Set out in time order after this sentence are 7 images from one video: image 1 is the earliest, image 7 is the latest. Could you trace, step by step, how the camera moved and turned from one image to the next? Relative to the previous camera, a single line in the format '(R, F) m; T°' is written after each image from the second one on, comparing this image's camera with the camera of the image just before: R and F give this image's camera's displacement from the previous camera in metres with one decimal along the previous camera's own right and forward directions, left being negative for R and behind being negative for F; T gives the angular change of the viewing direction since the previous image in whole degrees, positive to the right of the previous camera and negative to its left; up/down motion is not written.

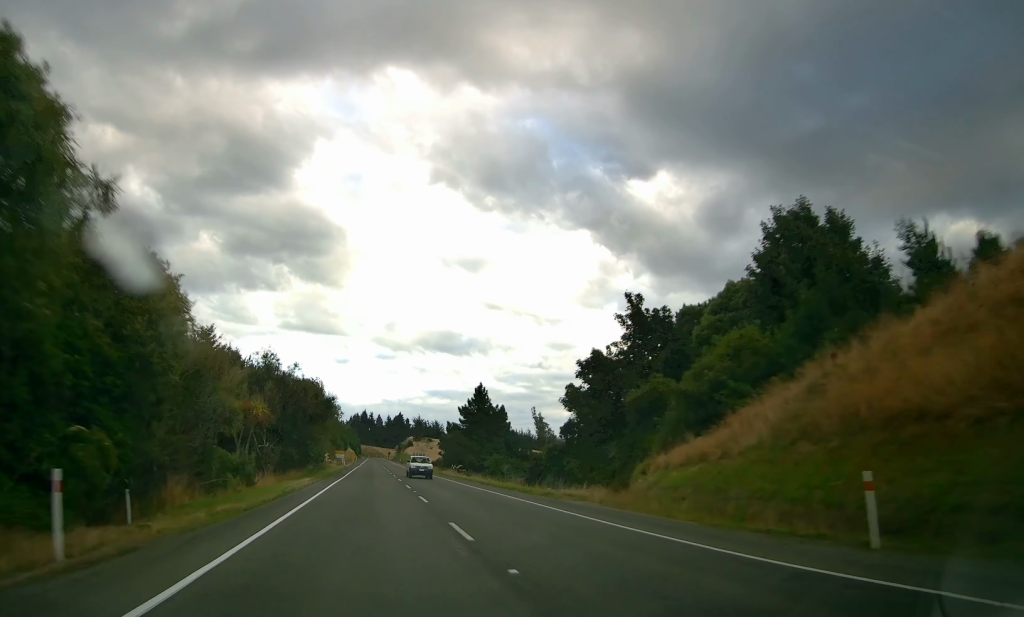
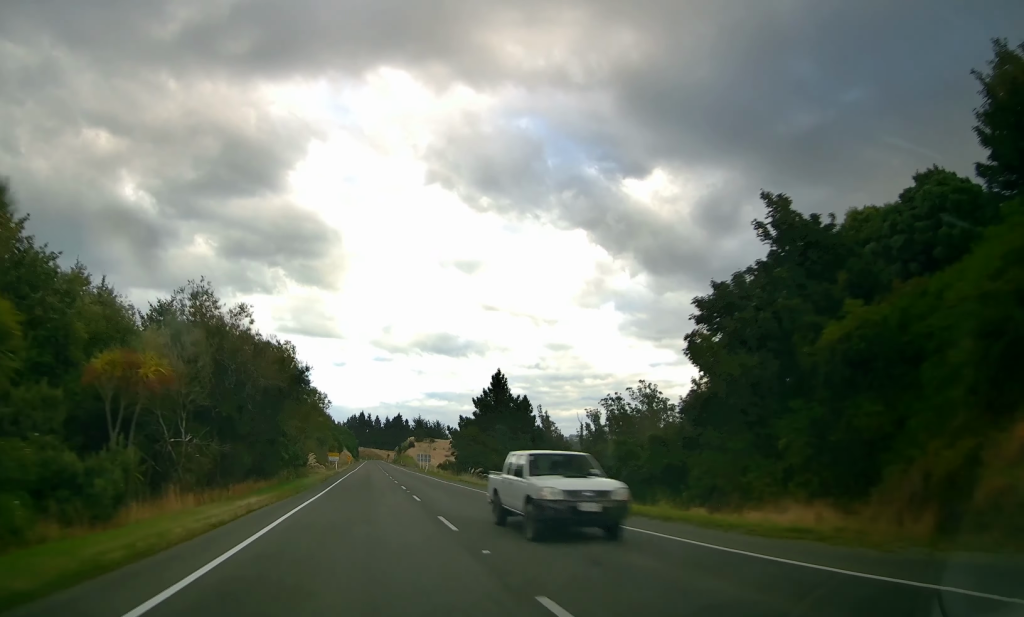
(-0.2, +18.0) m; +1°
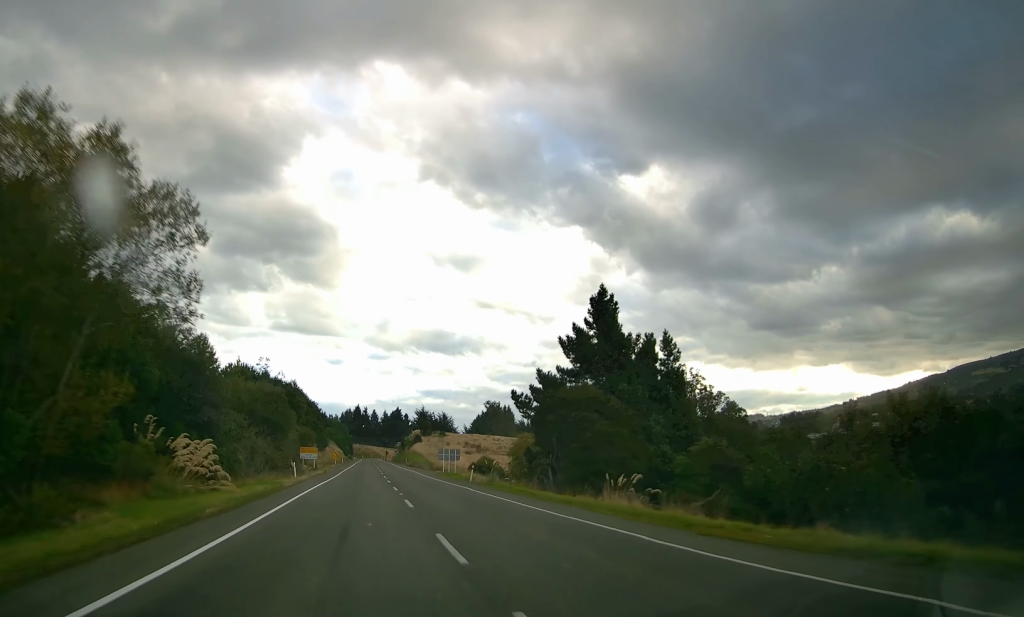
(+0.3, +44.0) m; -1°
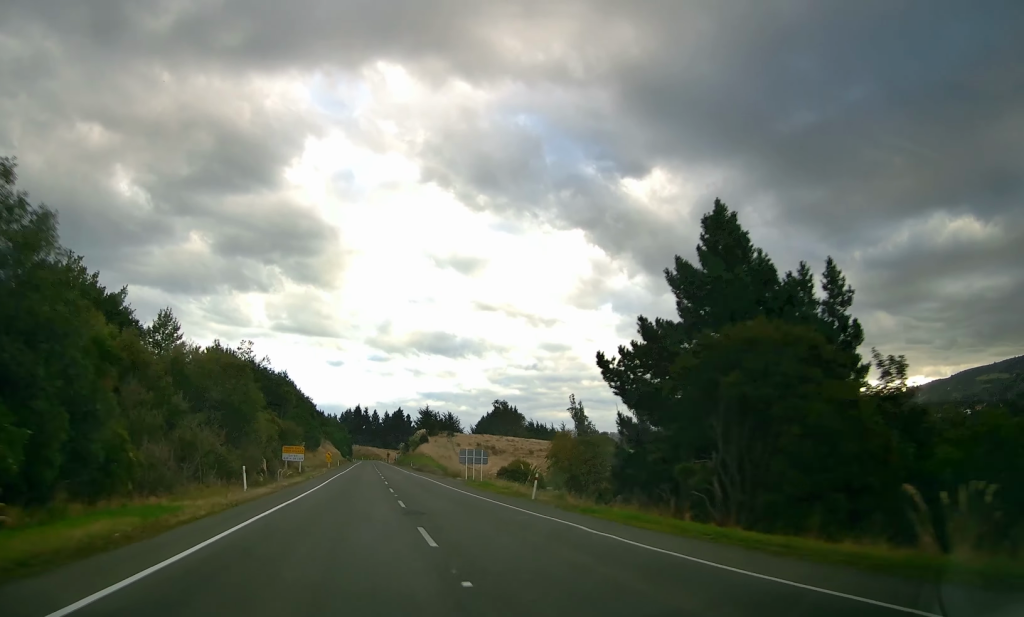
(-0.2, +17.8) m; -1°
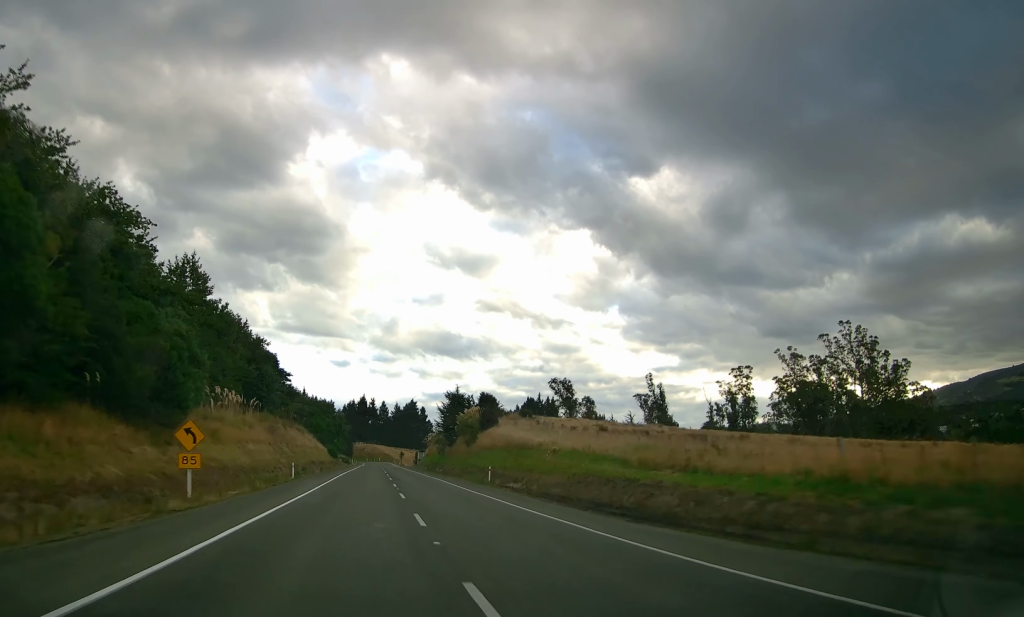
(0.0, +75.1) m; 0°
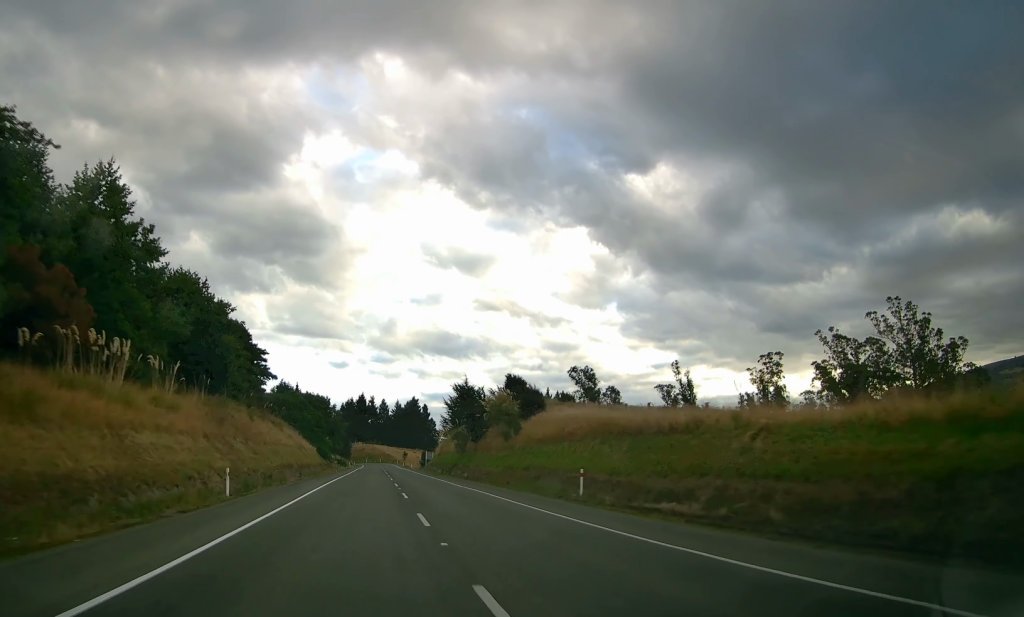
(0.0, +20.1) m; 0°
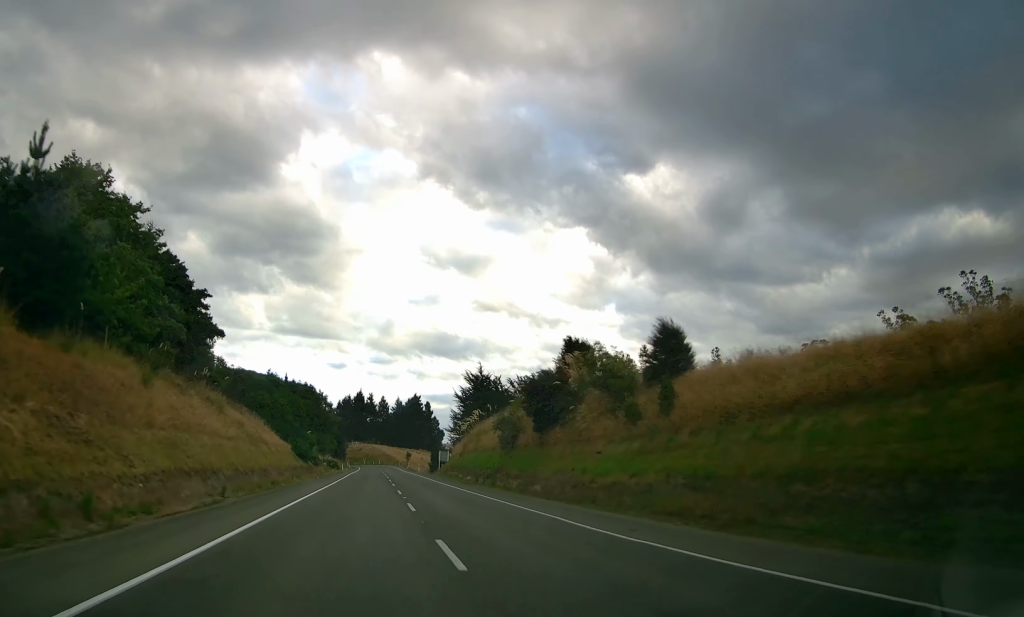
(+0.2, +25.1) m; +1°
